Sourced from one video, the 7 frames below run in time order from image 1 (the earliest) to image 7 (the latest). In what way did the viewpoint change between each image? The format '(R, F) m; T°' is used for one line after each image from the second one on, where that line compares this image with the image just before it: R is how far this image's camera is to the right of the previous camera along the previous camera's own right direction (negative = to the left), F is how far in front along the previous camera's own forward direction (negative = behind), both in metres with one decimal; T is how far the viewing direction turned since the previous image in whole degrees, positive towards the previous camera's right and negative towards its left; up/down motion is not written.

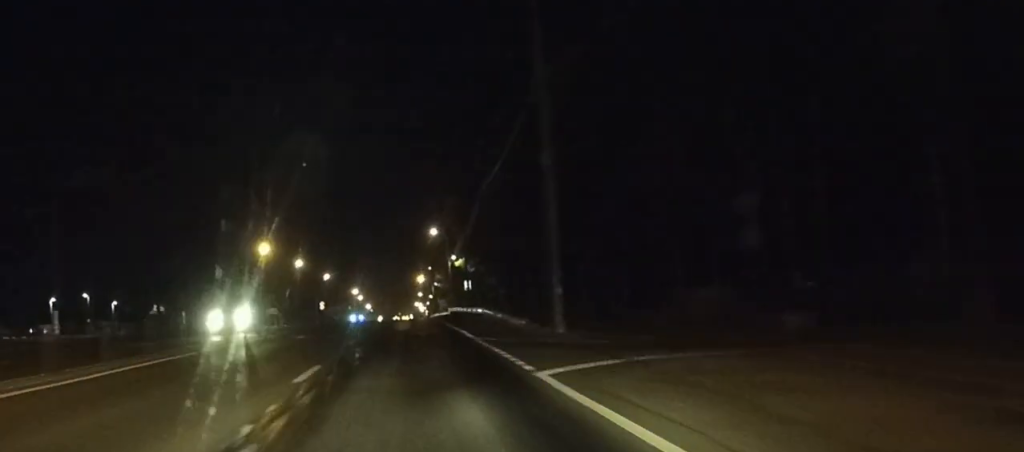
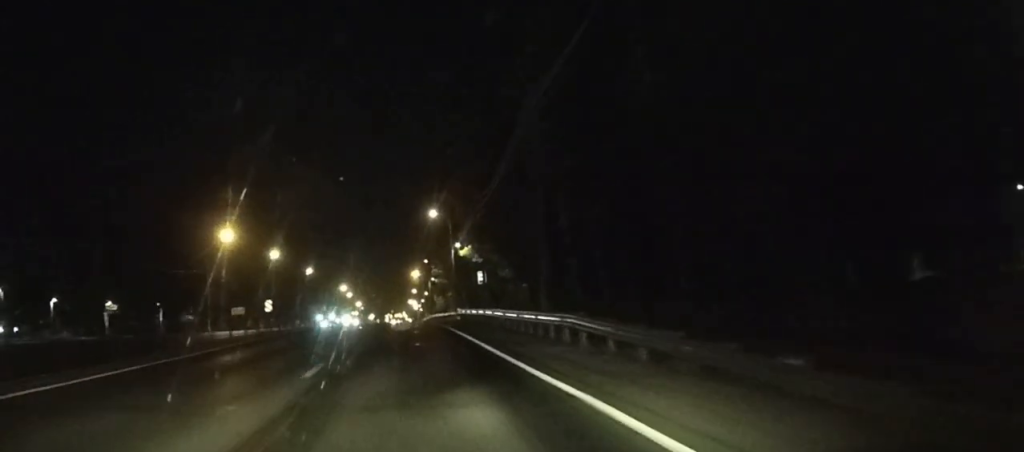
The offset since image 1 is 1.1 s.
(0.0, +22.0) m; 0°
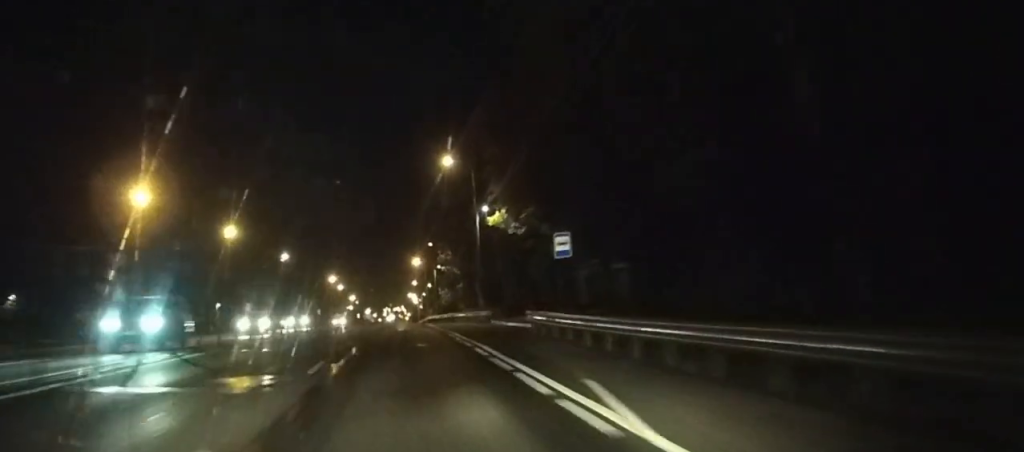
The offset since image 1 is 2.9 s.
(+0.1, +30.4) m; 0°
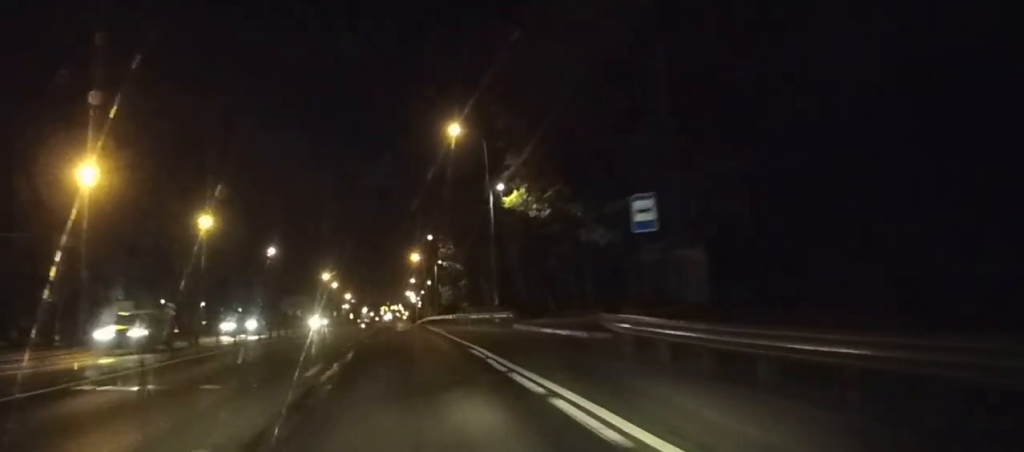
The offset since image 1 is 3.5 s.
(+0.1, +10.0) m; 0°
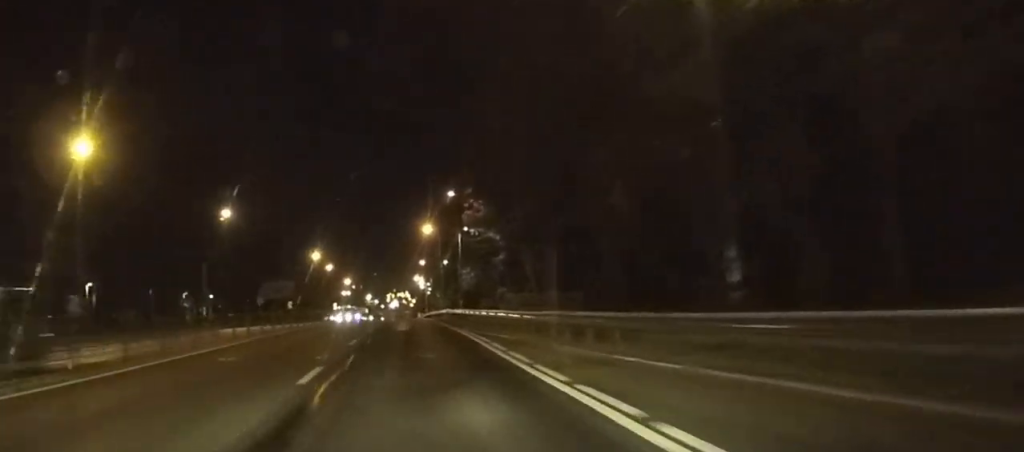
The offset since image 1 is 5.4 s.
(-0.2, +36.8) m; 0°
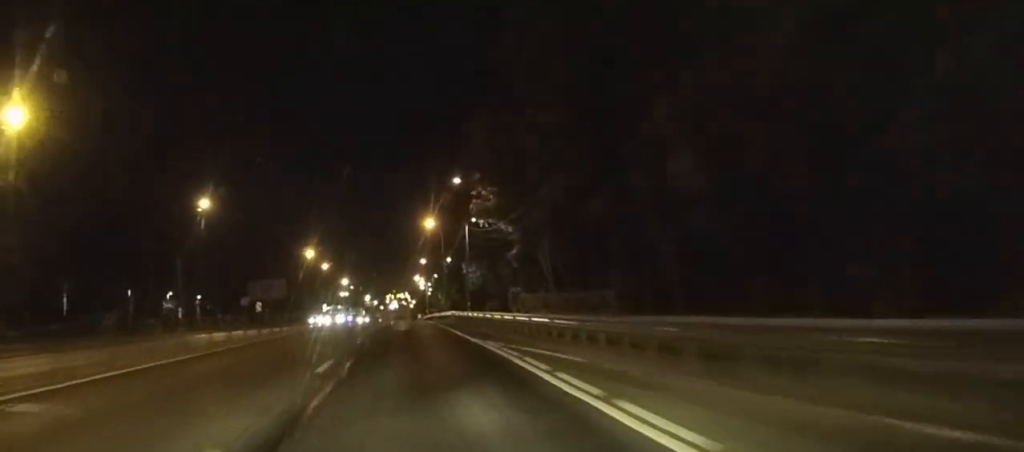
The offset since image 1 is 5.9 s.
(0.0, +11.5) m; 0°
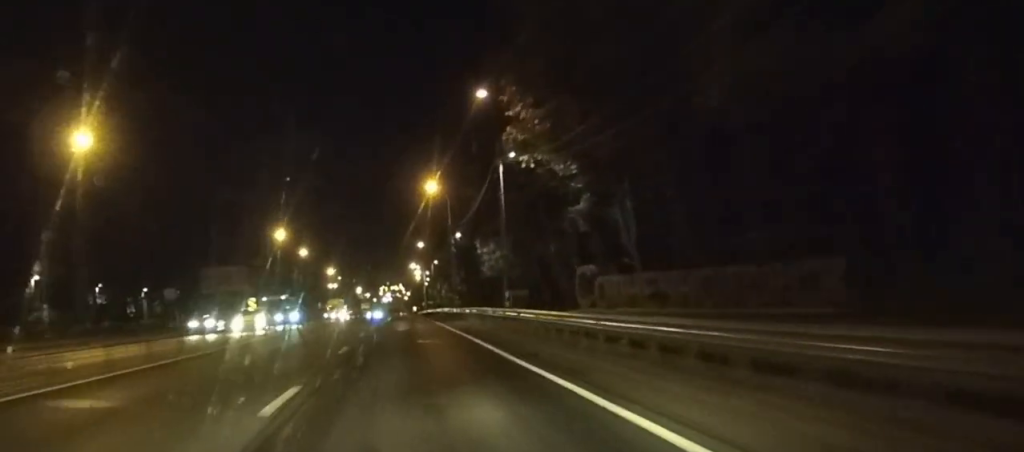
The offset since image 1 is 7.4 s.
(+0.1, +34.1) m; 0°
